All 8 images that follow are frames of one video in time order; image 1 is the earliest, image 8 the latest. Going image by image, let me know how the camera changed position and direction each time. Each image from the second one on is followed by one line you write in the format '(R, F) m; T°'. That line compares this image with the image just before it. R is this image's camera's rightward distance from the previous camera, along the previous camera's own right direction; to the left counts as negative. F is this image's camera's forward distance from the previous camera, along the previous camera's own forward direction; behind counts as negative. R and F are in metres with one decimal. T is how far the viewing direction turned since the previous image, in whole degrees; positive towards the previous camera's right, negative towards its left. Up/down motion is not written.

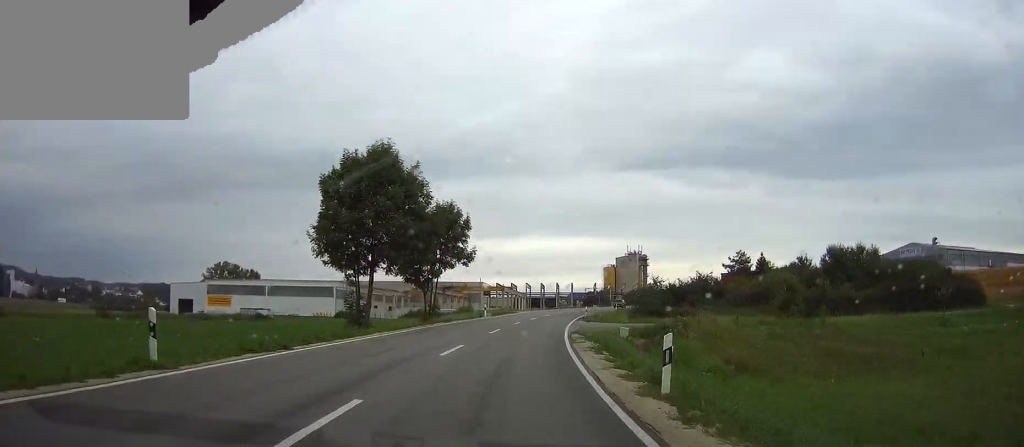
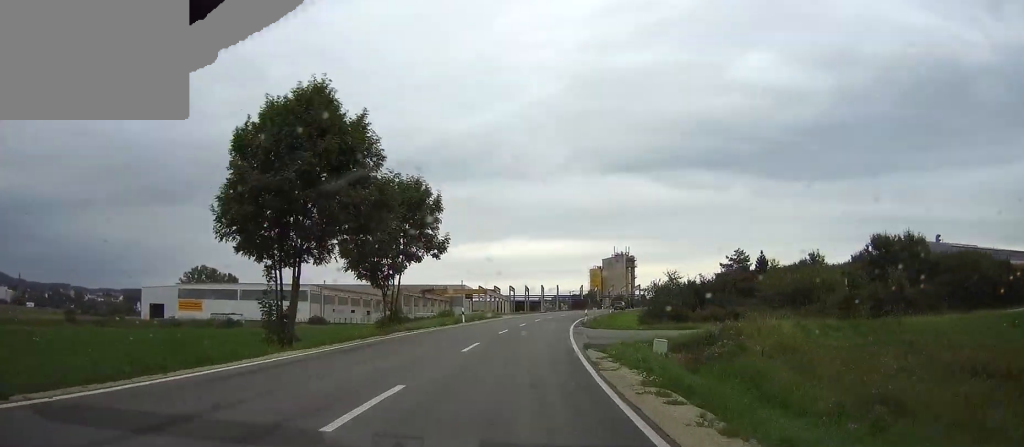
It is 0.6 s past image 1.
(0.0, +9.9) m; +1°
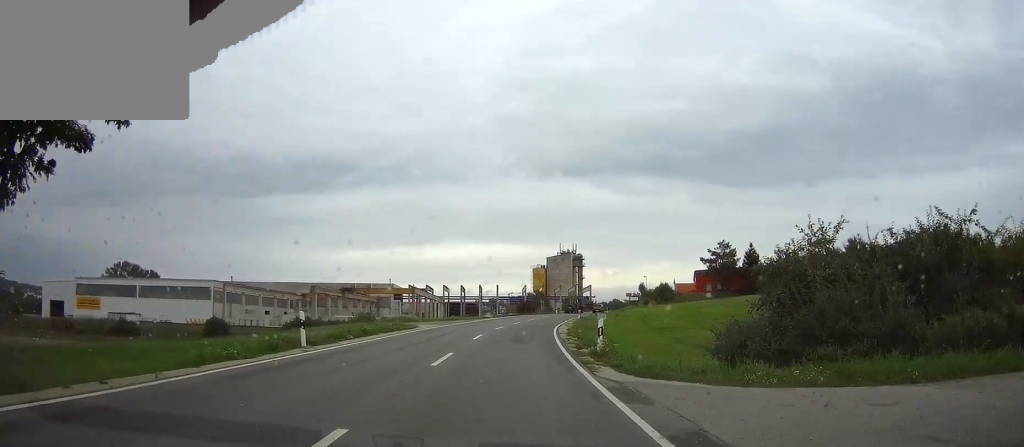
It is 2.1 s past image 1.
(+1.0, +27.5) m; +5°
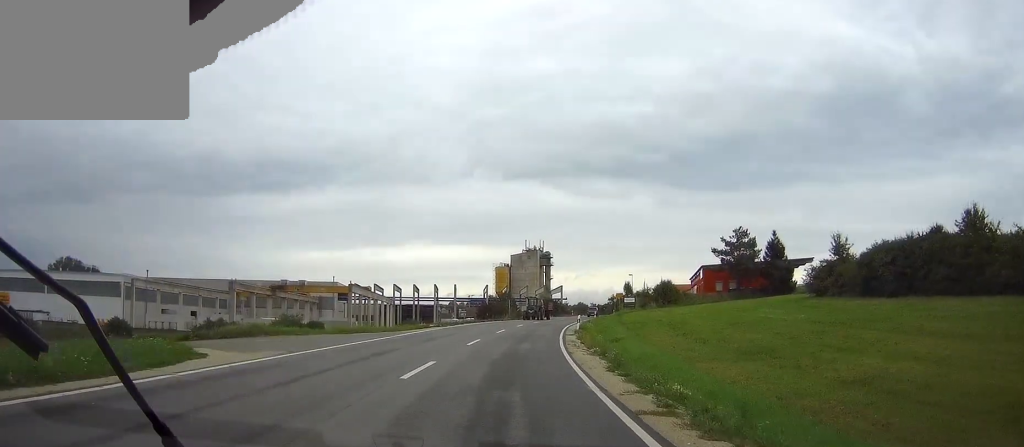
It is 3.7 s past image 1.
(+1.2, +26.7) m; +4°
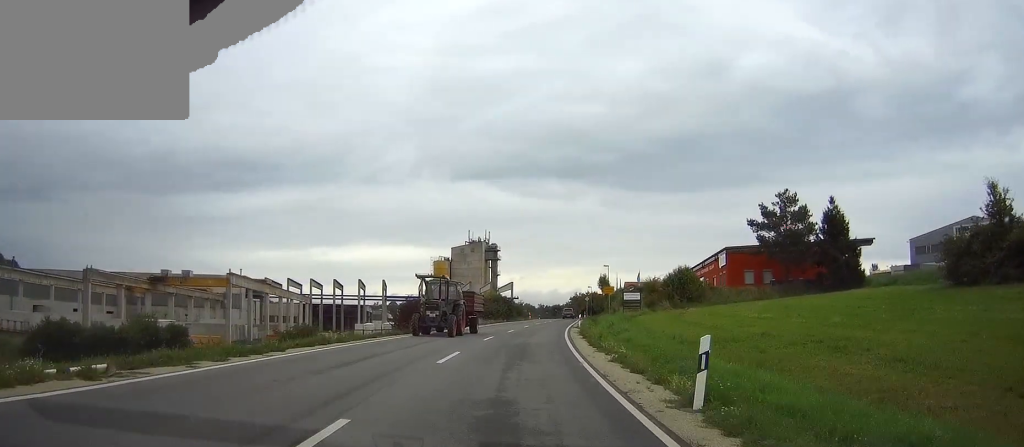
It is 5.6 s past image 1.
(+1.0, +32.7) m; +4°
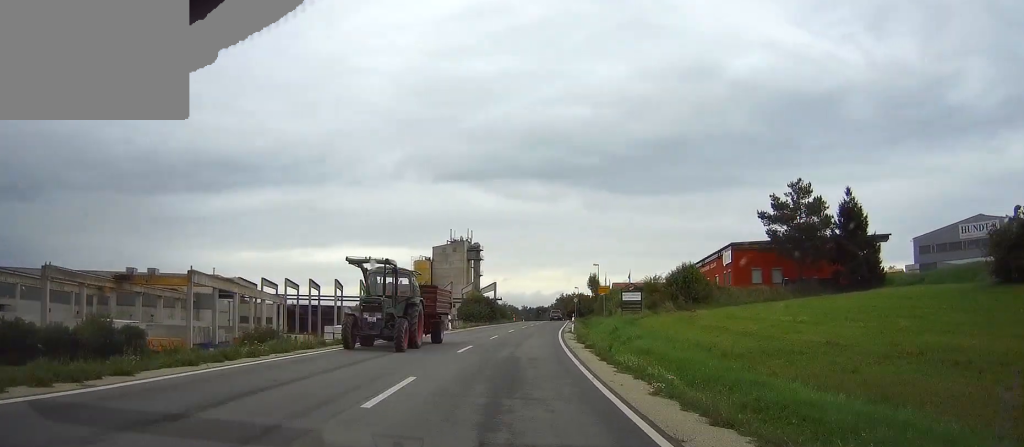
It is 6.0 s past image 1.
(+0.1, +6.9) m; +1°
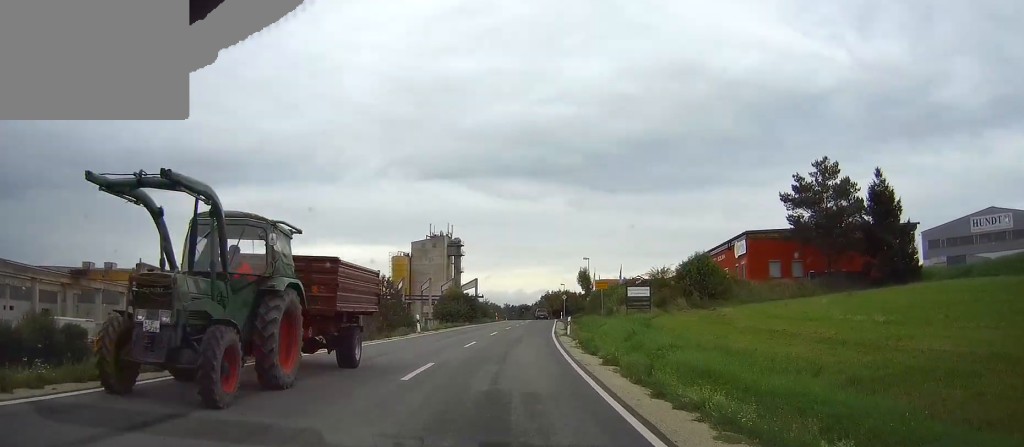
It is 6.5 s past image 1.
(+0.2, +8.6) m; +1°
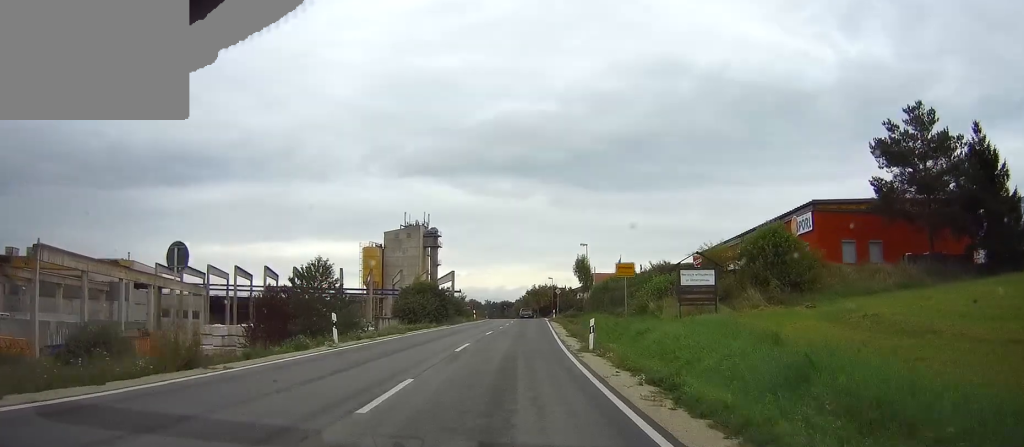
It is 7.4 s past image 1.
(+0.3, +15.9) m; +2°
